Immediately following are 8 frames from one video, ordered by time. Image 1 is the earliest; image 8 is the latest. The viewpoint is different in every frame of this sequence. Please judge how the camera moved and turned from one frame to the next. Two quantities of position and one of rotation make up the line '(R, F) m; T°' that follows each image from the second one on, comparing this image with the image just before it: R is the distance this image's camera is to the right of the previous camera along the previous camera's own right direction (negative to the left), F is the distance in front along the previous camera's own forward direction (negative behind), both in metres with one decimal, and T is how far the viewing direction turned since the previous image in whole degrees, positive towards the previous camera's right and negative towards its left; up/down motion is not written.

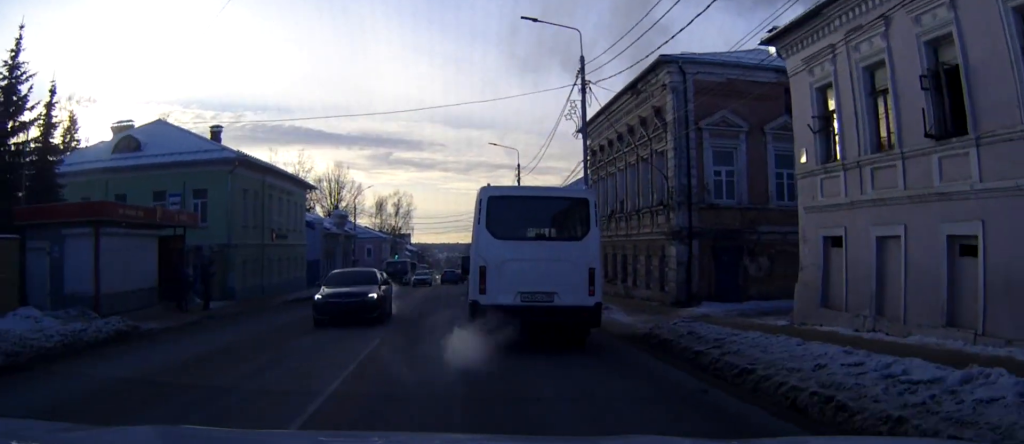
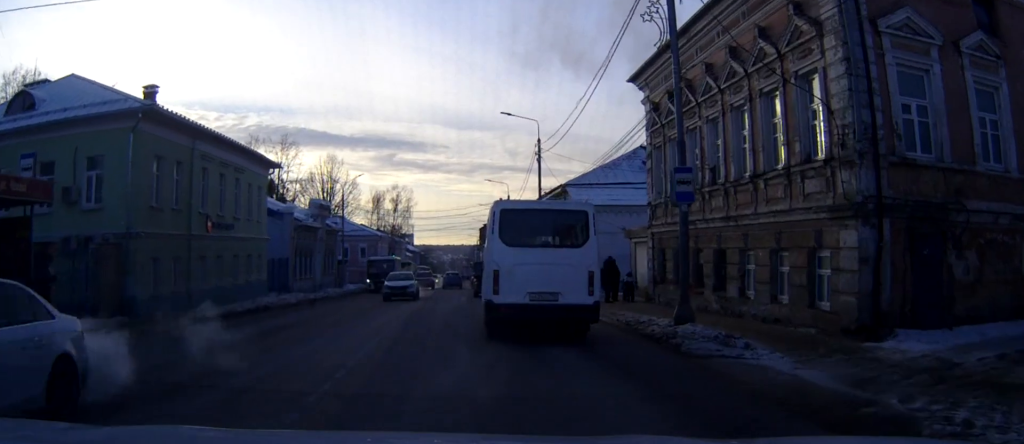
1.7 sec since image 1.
(+0.1, +11.4) m; 0°
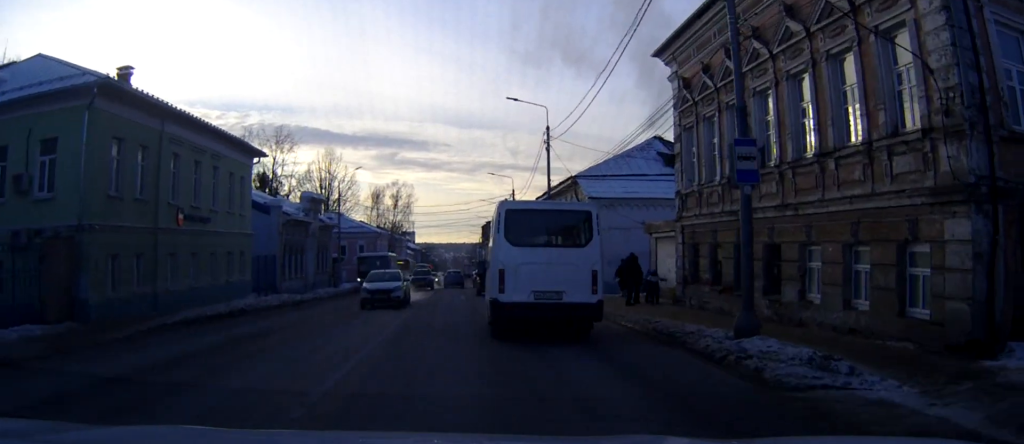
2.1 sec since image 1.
(0.0, +3.3) m; 0°
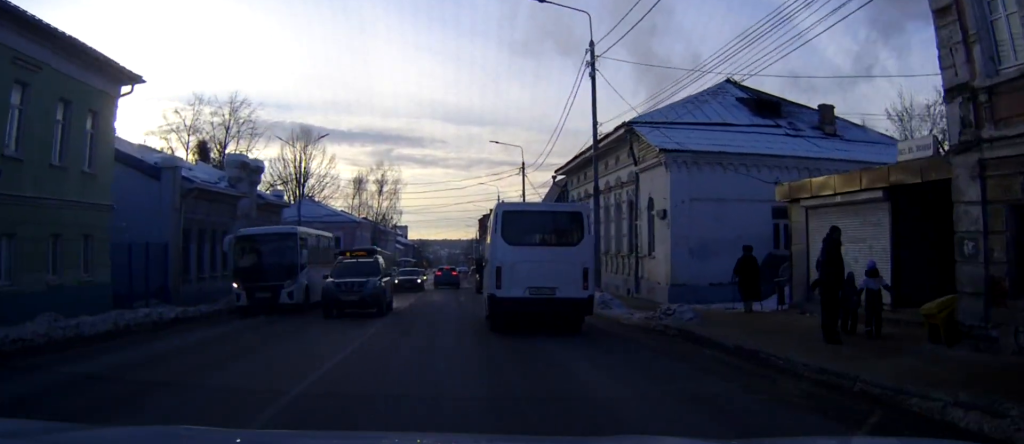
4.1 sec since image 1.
(0.0, +14.9) m; 0°
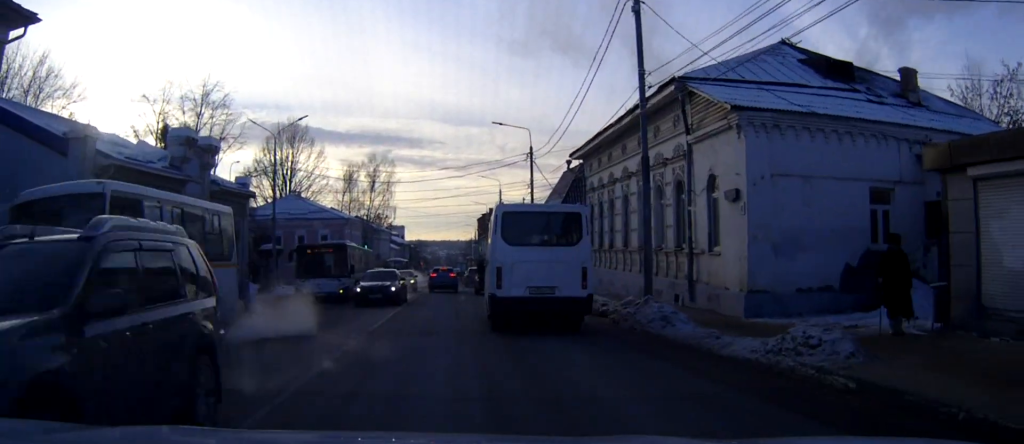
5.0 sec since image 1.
(-0.1, +7.2) m; 0°
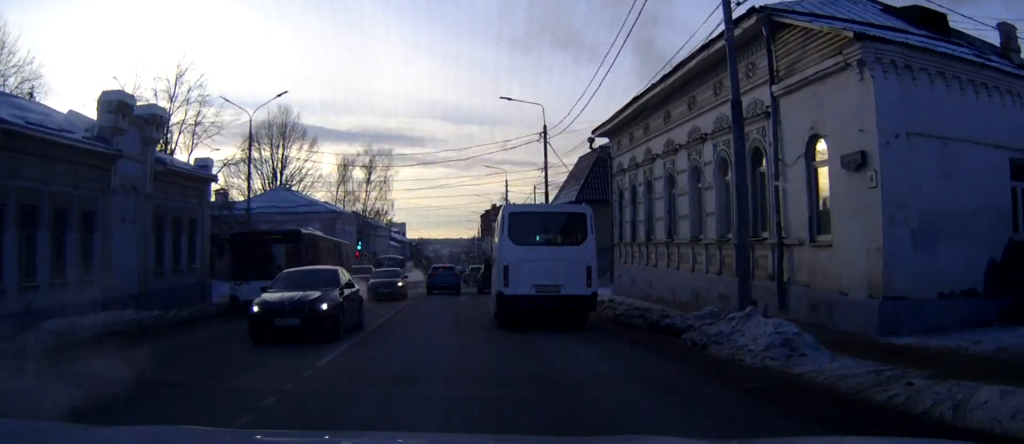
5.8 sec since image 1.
(0.0, +6.4) m; 0°
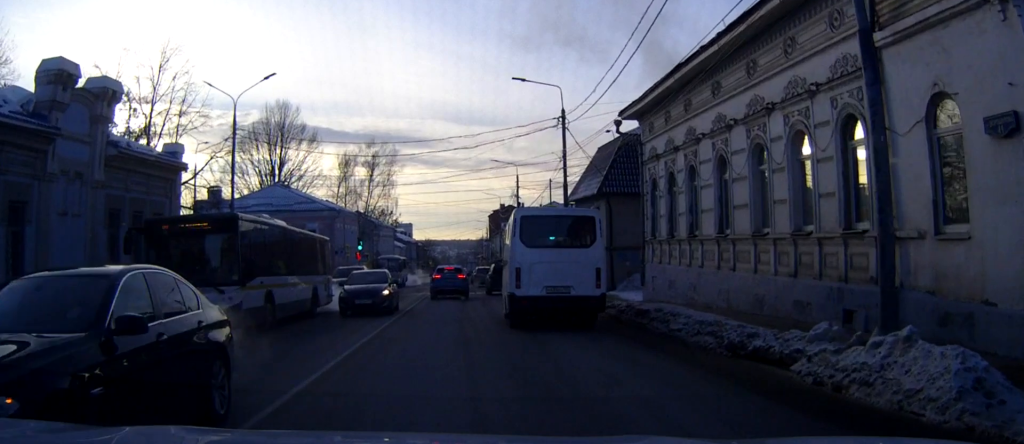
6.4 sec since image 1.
(0.0, +4.5) m; 0°
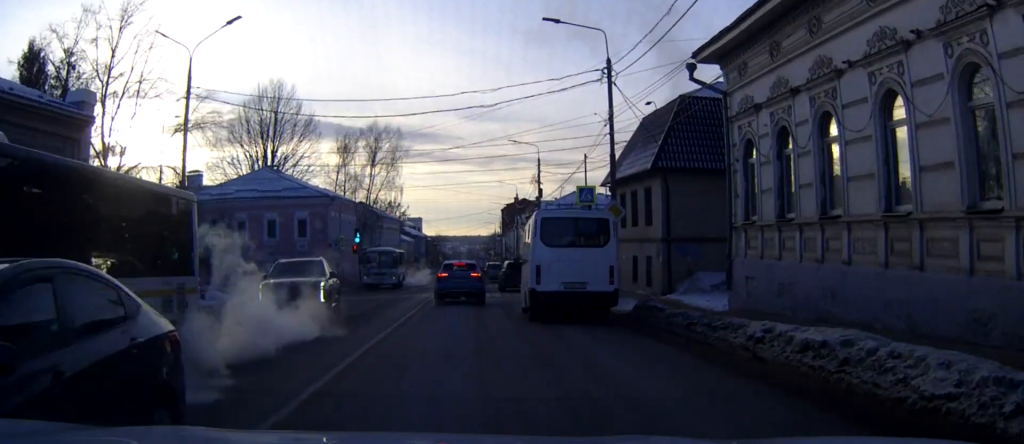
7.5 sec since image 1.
(-0.1, +8.9) m; -1°
